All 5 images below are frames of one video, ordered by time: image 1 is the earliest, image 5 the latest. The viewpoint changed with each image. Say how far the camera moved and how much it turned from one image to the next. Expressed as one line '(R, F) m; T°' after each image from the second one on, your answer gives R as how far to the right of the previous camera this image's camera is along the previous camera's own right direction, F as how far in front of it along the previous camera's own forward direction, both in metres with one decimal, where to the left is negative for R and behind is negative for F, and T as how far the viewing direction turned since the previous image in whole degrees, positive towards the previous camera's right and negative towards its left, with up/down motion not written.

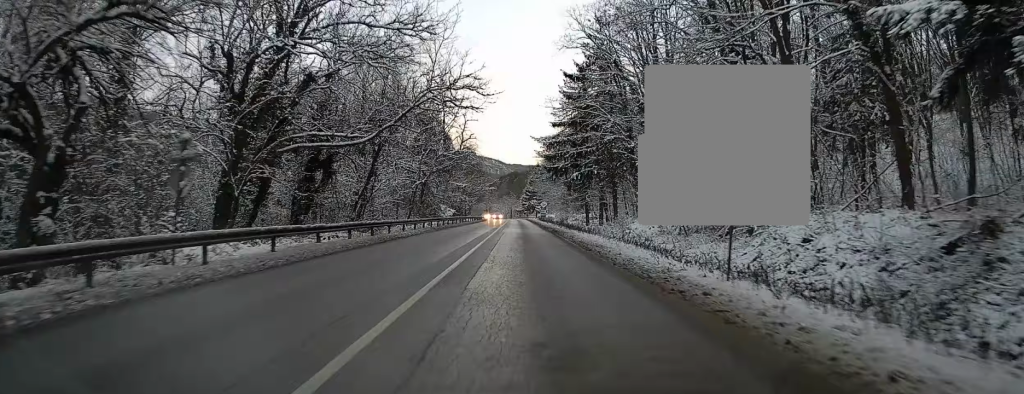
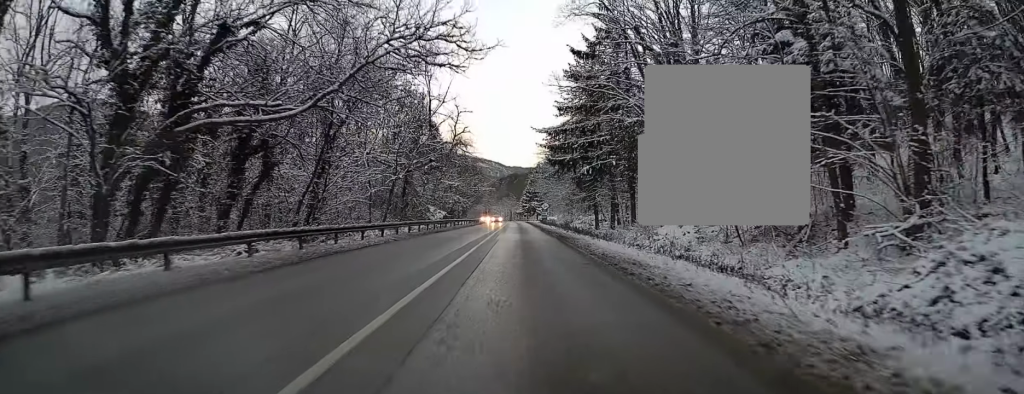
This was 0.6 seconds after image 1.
(0.0, +8.9) m; 0°
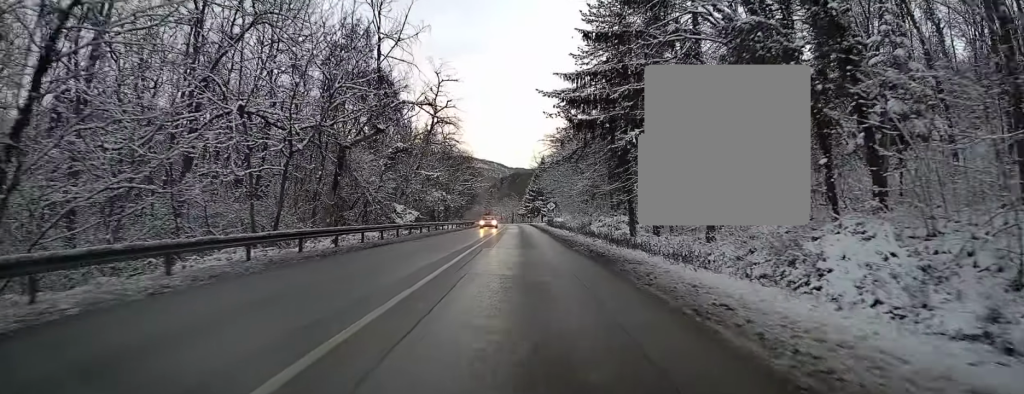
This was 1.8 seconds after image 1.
(0.0, +18.6) m; 0°
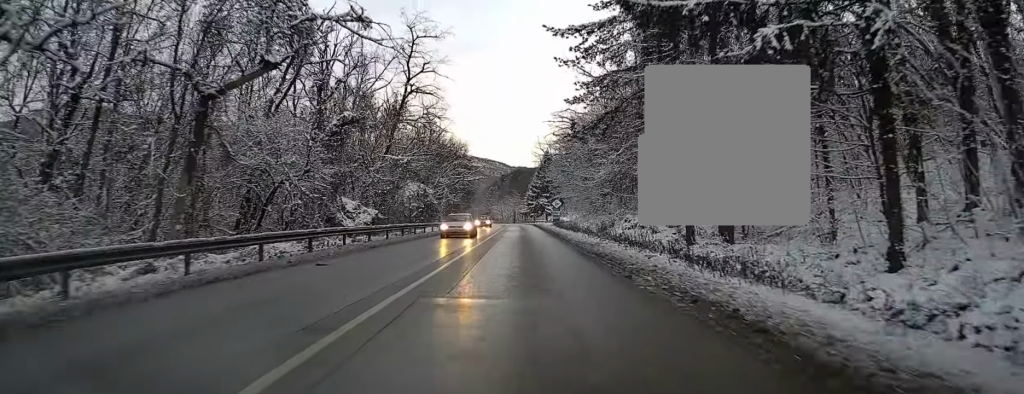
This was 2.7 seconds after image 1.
(+0.1, +14.3) m; +2°
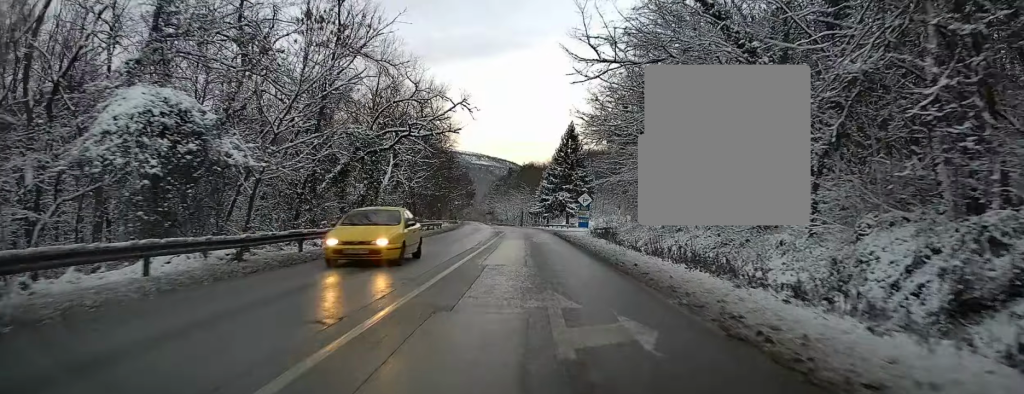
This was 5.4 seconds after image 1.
(-0.7, +39.7) m; -3°
